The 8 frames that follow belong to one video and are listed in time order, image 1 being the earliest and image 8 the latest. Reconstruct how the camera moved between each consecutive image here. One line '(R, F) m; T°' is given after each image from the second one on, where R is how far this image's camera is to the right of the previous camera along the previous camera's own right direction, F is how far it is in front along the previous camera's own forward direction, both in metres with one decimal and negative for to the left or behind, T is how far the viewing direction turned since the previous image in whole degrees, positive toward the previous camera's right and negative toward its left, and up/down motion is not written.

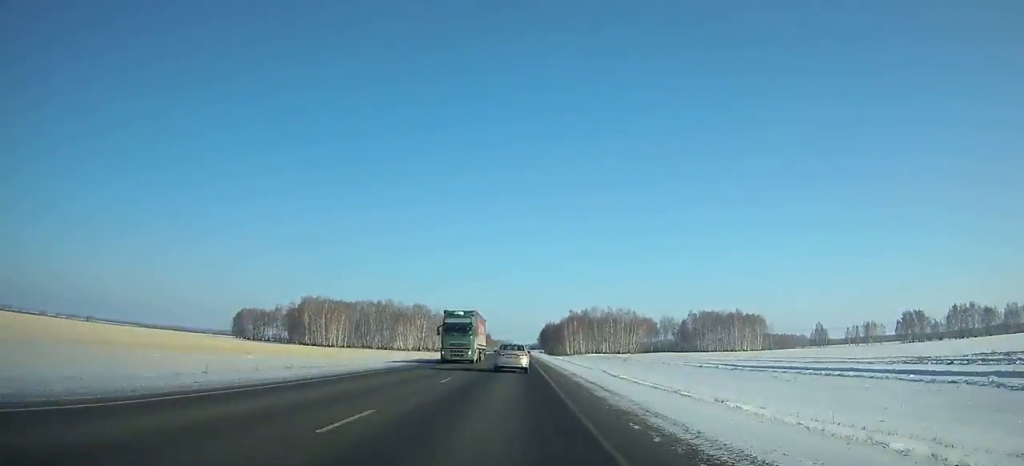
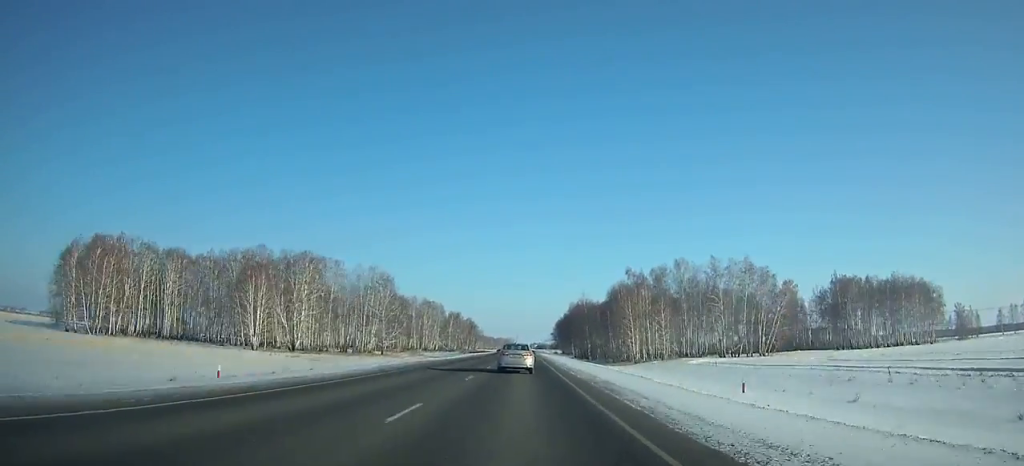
(-0.4, +152.0) m; 0°
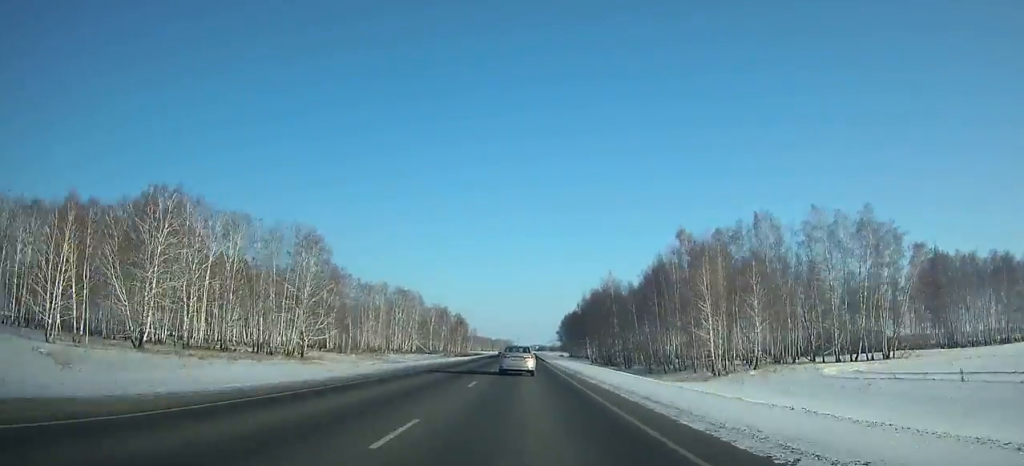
(-0.1, +49.0) m; 0°
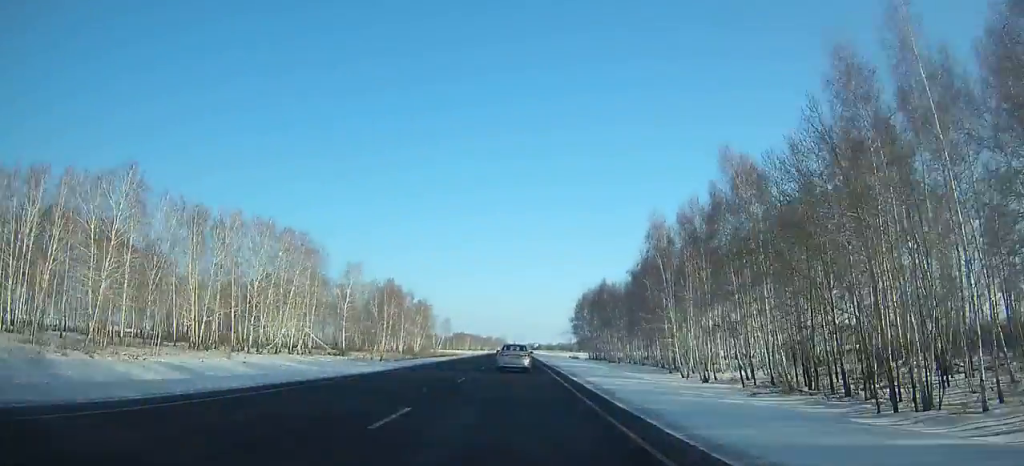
(+0.5, +93.8) m; 0°
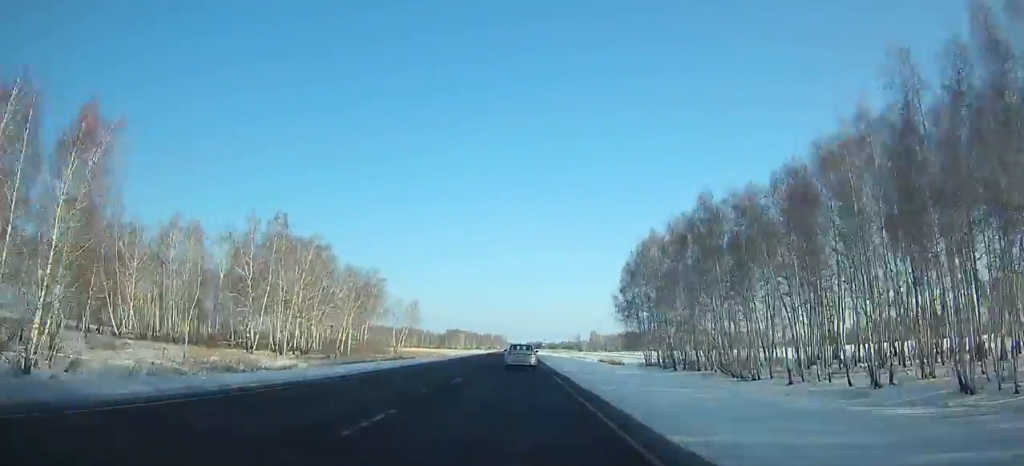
(0.0, +73.3) m; 0°
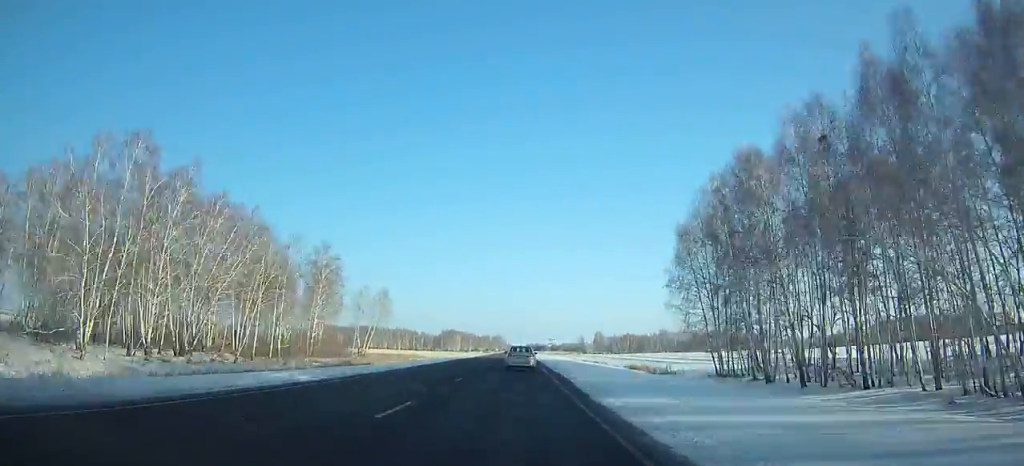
(+0.1, +33.6) m; 0°
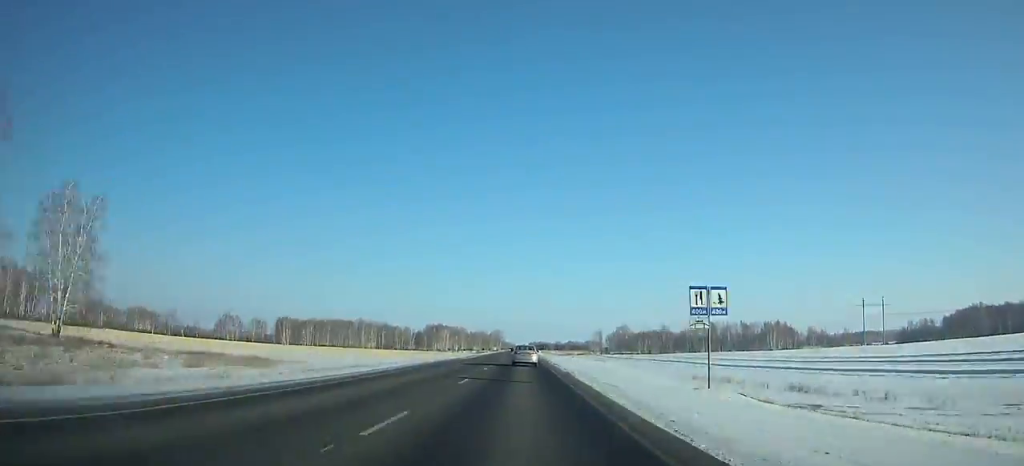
(-0.1, +98.5) m; 0°
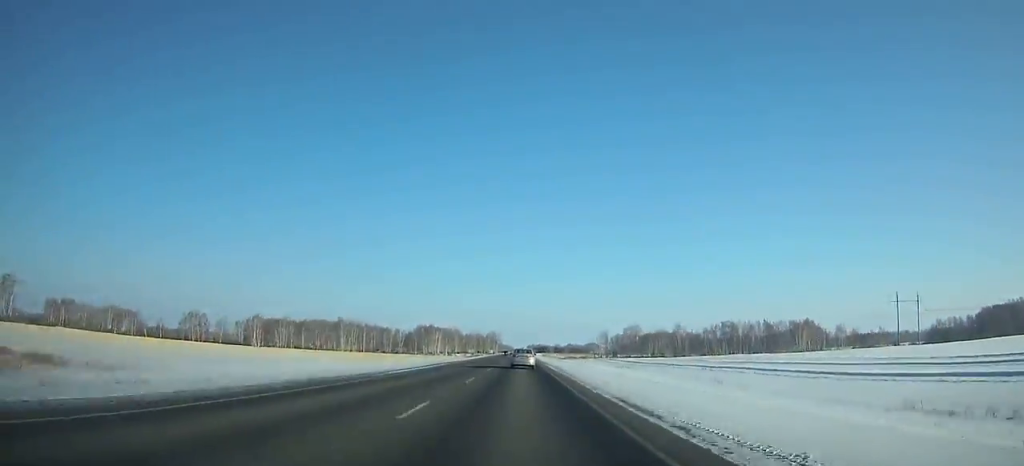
(-0.1, +33.8) m; 0°
